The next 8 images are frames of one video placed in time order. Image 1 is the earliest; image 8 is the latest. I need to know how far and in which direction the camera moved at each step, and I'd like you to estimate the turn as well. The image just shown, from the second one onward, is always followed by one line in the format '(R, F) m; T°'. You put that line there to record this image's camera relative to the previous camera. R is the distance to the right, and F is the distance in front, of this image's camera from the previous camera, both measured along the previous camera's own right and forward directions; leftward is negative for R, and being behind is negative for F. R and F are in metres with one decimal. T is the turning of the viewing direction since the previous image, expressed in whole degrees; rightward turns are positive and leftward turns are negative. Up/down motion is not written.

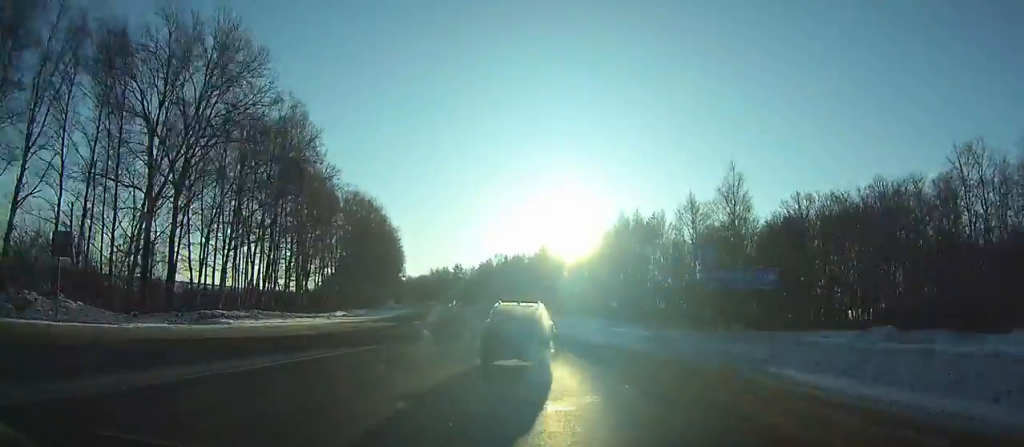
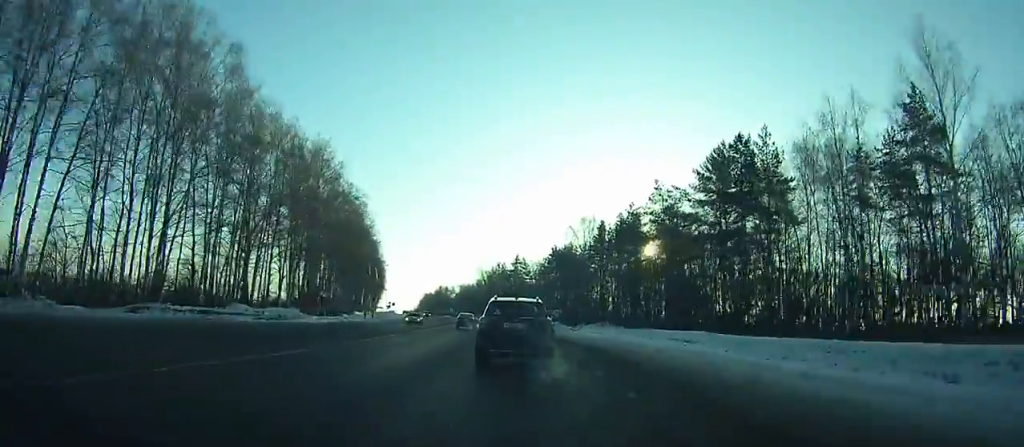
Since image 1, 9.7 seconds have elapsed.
(-8.3, +119.4) m; -9°
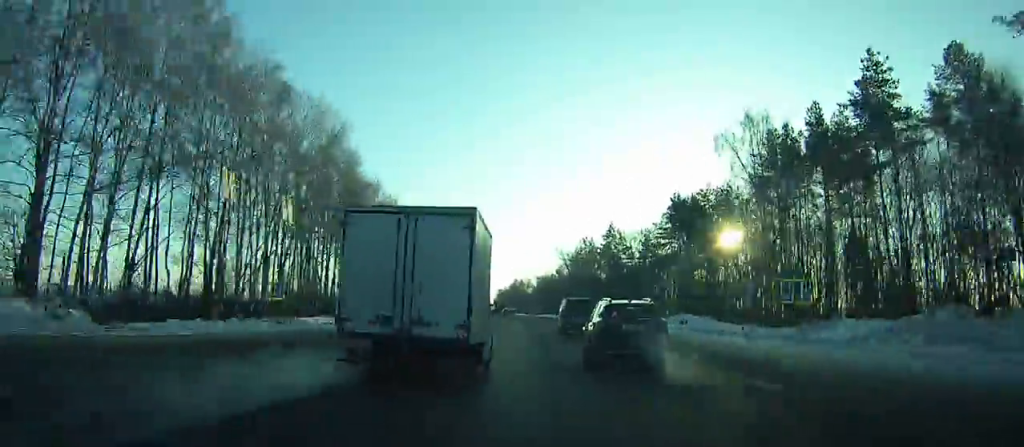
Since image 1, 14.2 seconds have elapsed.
(-3.7, +58.6) m; -6°
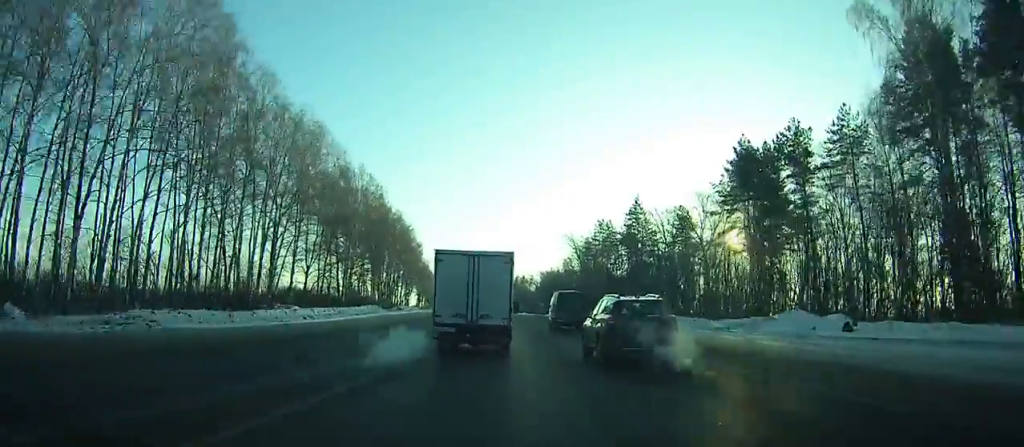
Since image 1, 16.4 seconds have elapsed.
(-0.6, +30.2) m; -2°
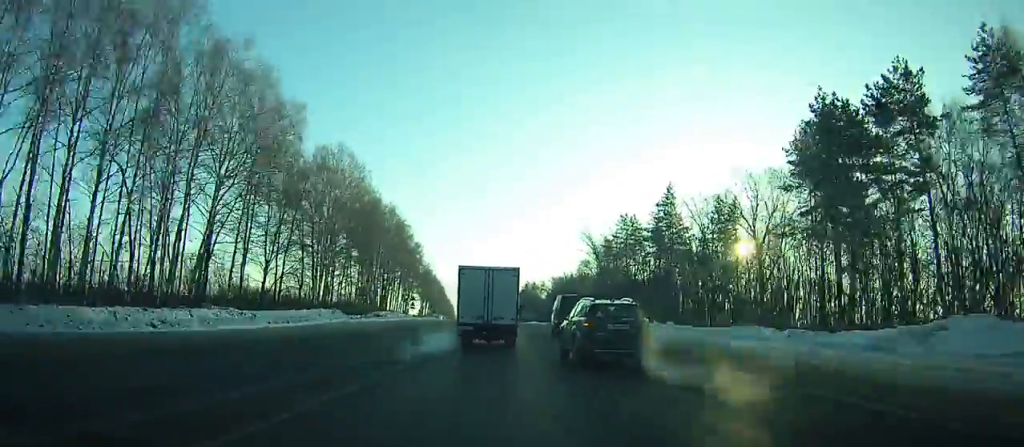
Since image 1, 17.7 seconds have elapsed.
(0.0, +18.7) m; -1°
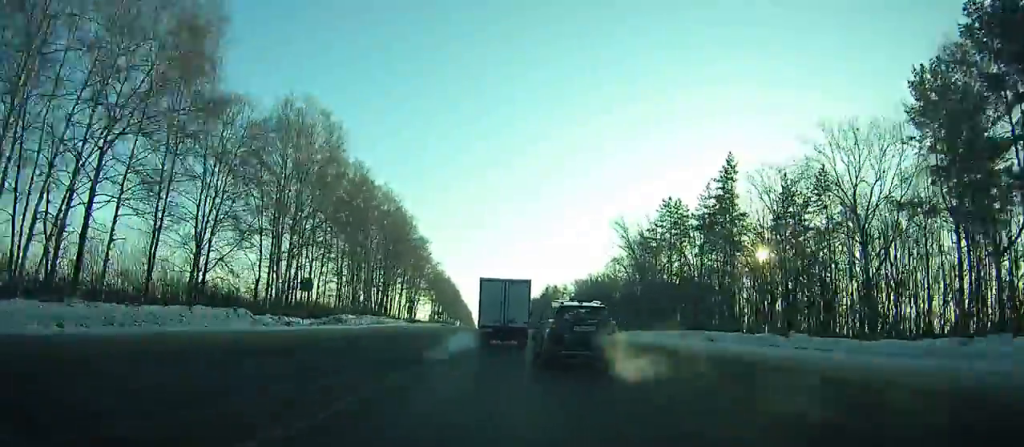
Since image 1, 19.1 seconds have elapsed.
(0.0, +20.5) m; -1°
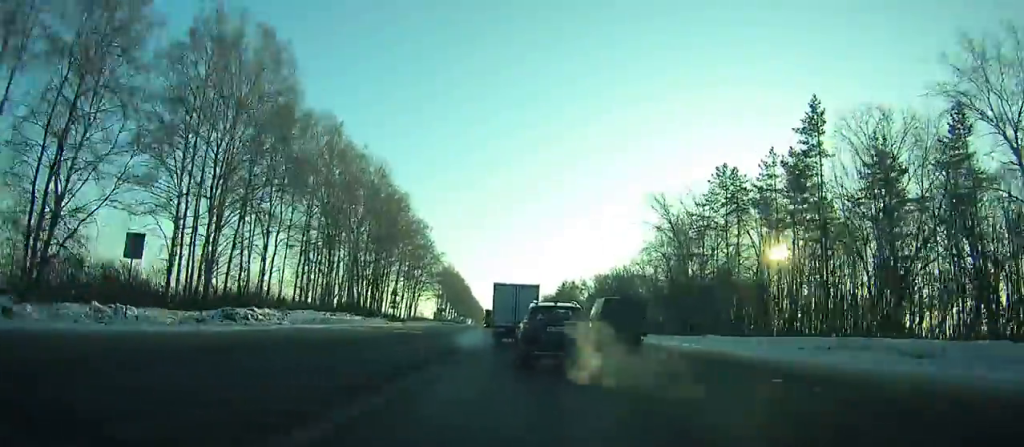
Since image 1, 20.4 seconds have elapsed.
(-0.4, +20.2) m; -1°
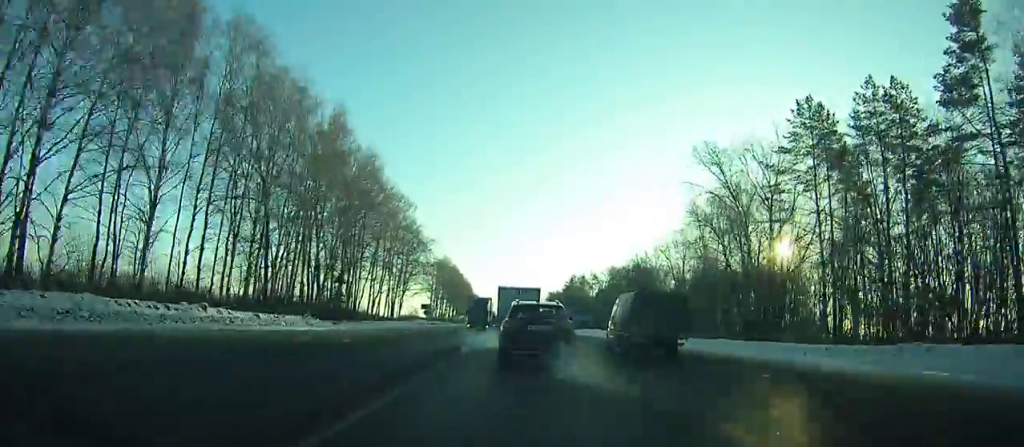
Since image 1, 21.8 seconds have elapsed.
(0.0, +21.8) m; -1°
